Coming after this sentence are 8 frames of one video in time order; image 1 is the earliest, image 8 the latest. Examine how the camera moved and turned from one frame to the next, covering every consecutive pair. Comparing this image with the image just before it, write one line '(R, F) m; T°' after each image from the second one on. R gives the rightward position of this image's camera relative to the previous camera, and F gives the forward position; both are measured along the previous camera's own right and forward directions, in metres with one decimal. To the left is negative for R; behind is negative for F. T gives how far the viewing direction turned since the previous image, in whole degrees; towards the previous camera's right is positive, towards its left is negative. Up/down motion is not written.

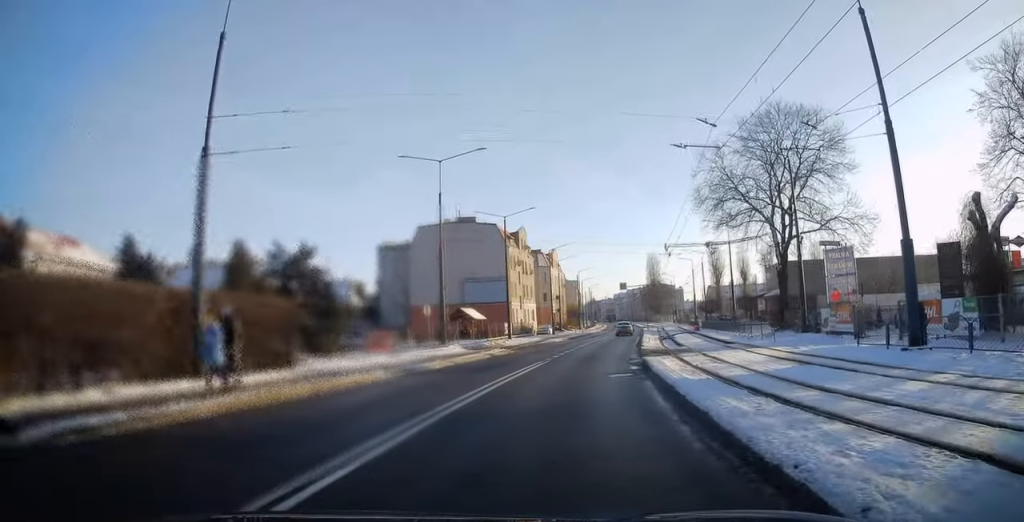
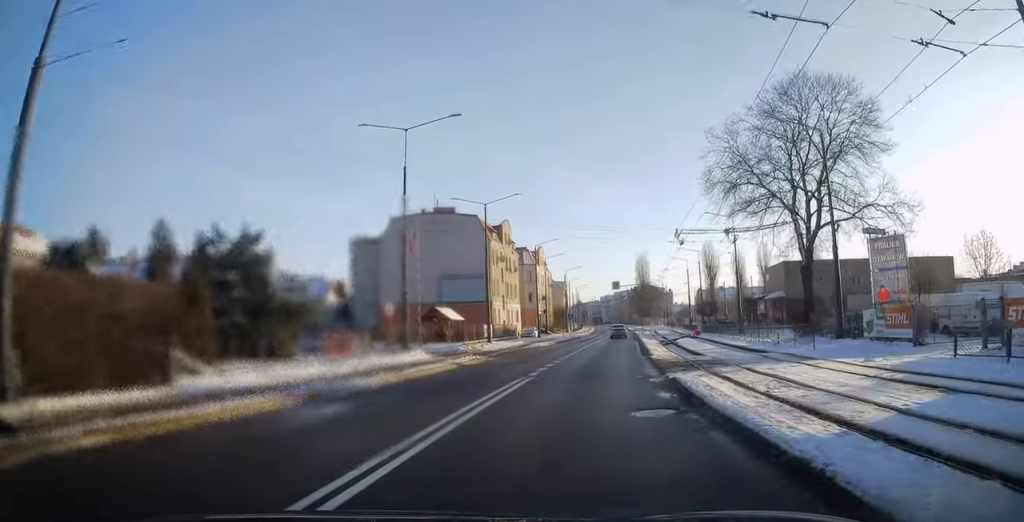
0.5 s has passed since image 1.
(0.0, +6.6) m; +2°
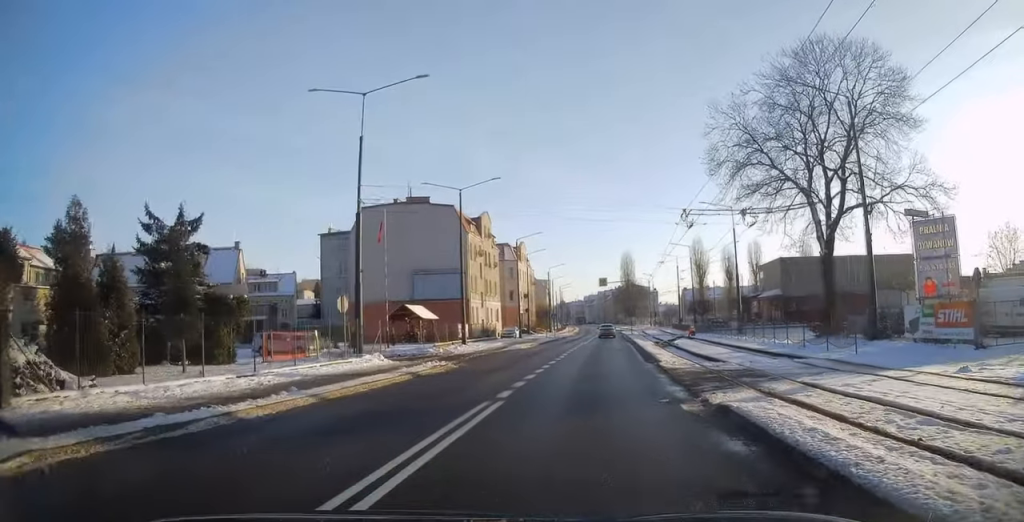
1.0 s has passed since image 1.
(+0.1, +5.2) m; +1°
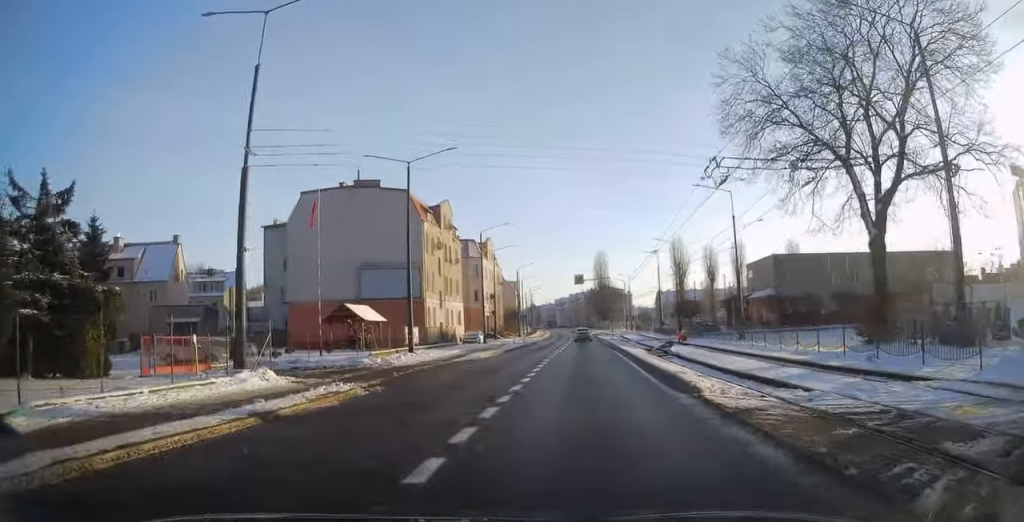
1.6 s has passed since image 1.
(+0.1, +8.3) m; +2°
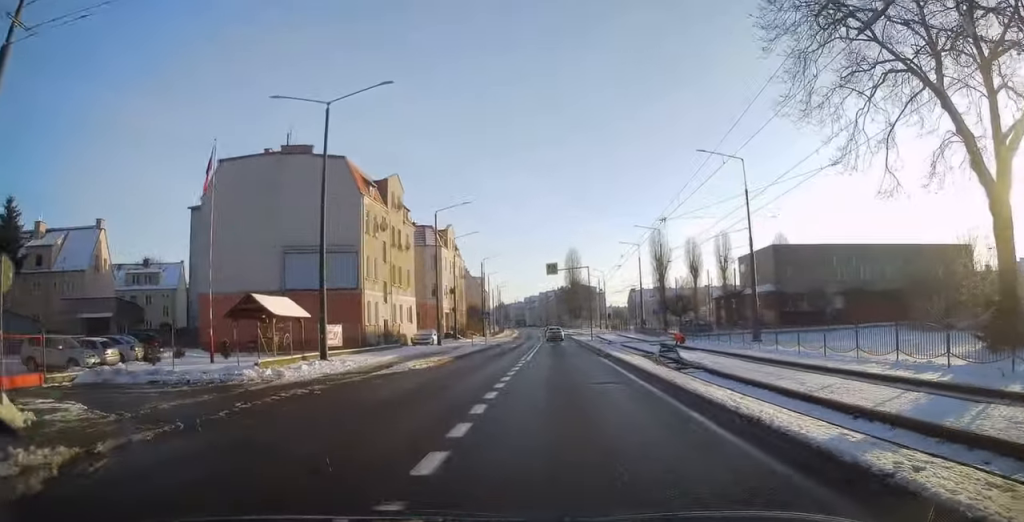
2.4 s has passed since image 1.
(+0.2, +9.7) m; +2°
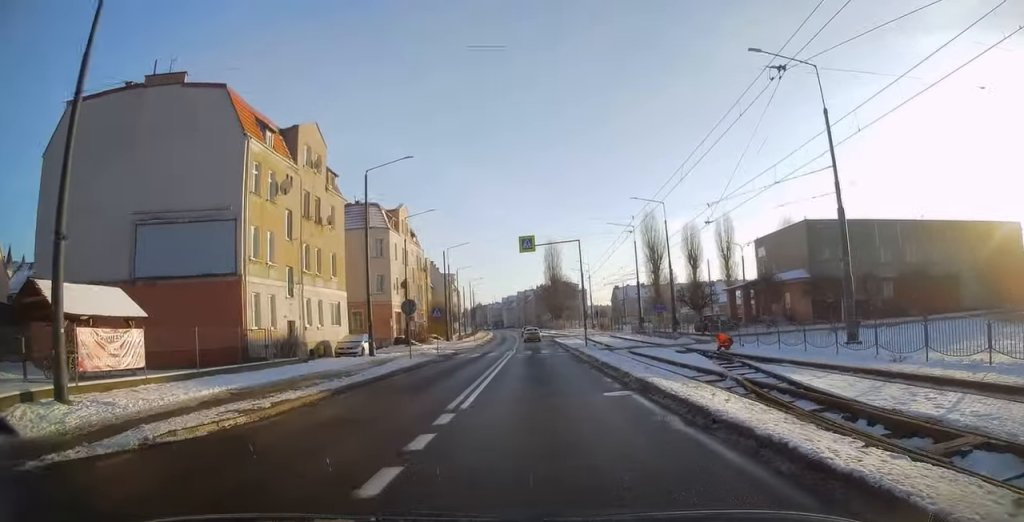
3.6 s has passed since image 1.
(+0.3, +14.7) m; +2°
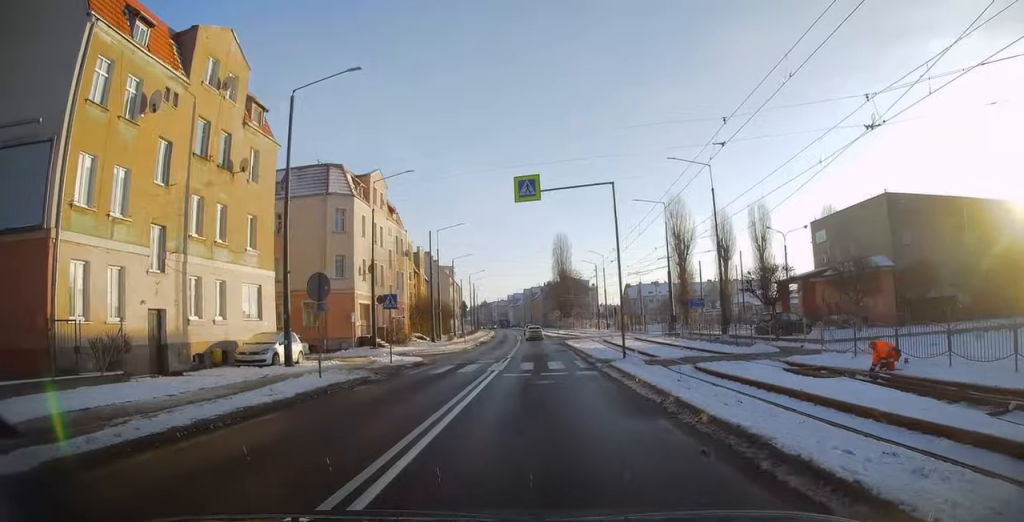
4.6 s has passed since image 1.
(+0.1, +13.2) m; 0°
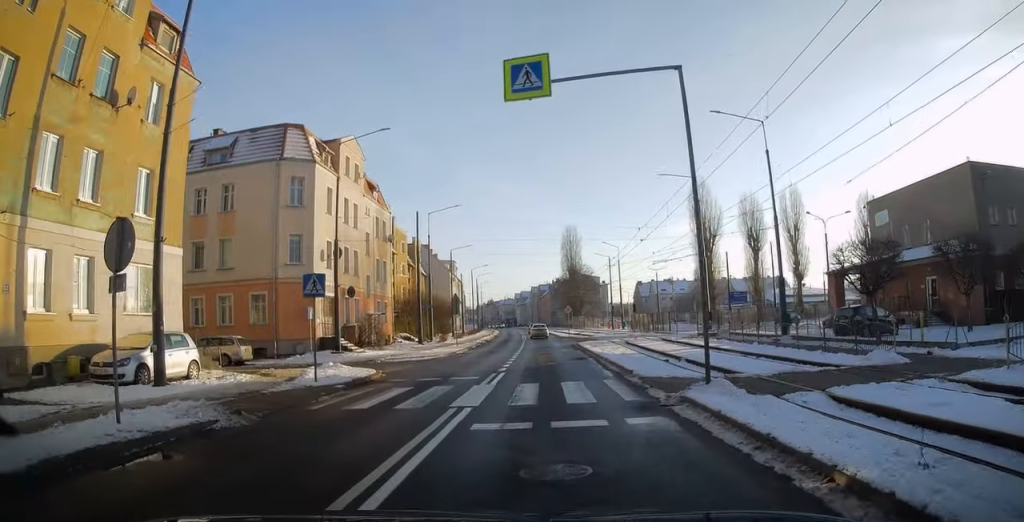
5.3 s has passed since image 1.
(-0.1, +9.3) m; -1°
